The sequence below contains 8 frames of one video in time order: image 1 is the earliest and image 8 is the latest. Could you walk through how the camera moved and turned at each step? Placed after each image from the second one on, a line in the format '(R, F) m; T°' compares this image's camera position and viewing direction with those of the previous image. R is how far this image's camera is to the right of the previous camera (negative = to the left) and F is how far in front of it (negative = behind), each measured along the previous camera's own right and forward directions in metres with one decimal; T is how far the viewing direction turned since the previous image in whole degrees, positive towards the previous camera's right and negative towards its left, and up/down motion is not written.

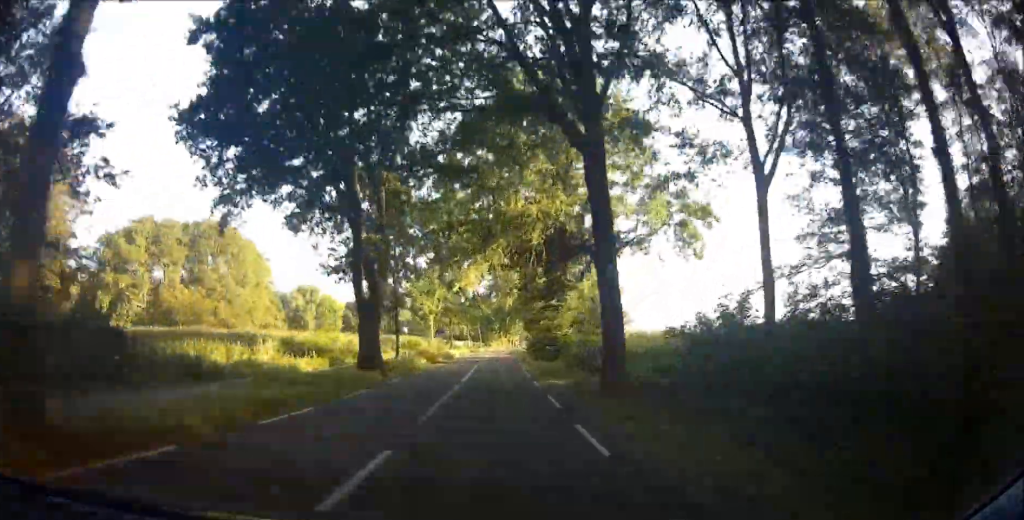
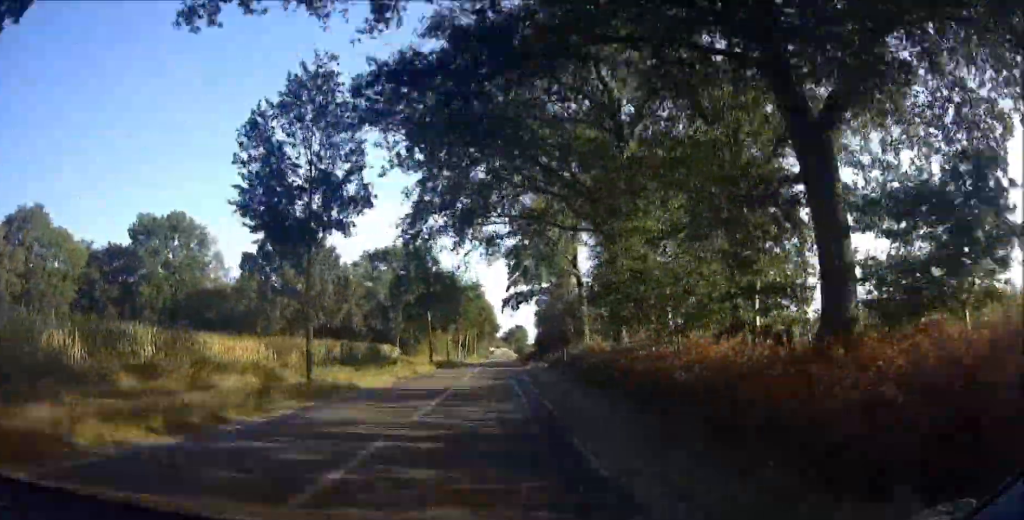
(+3.1, +117.7) m; +3°
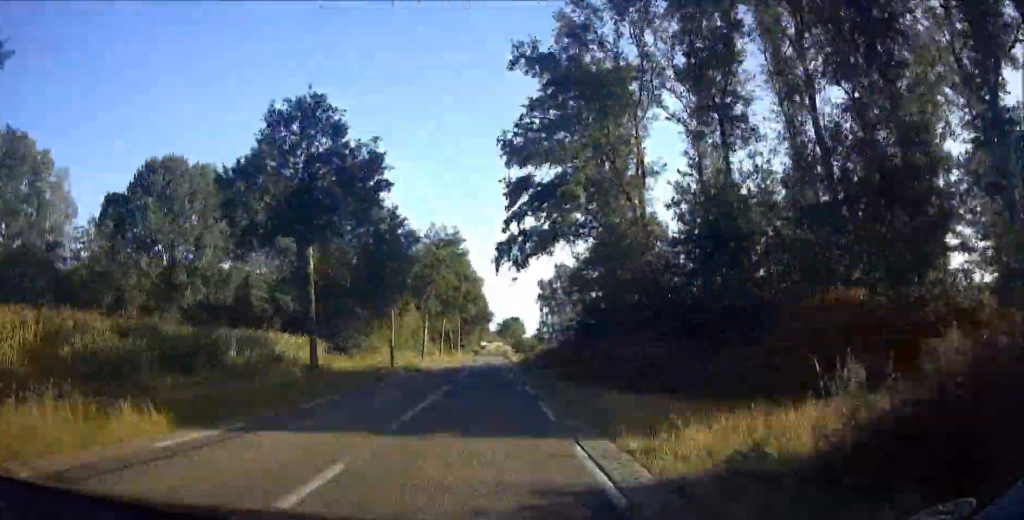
(+0.4, +36.7) m; +1°
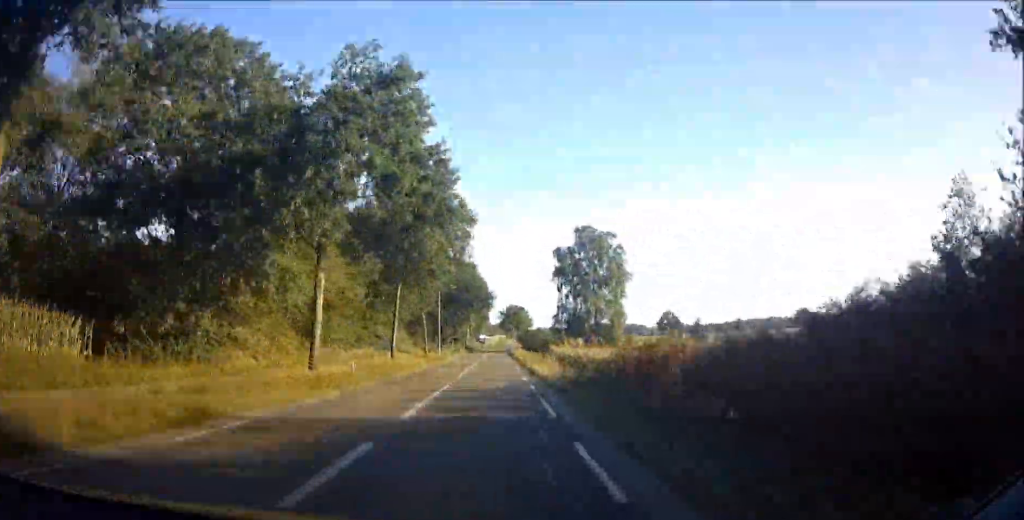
(+0.2, +35.2) m; 0°
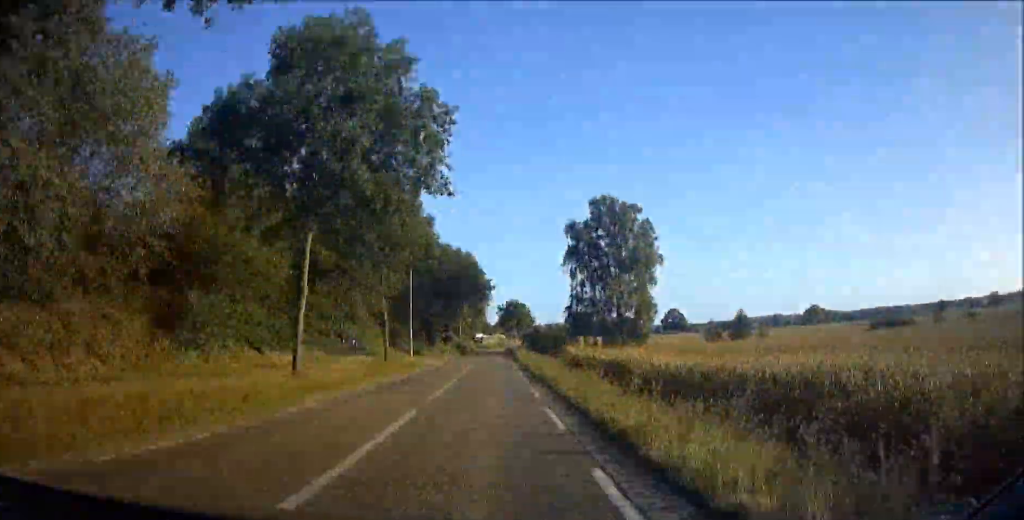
(0.0, +19.2) m; 0°
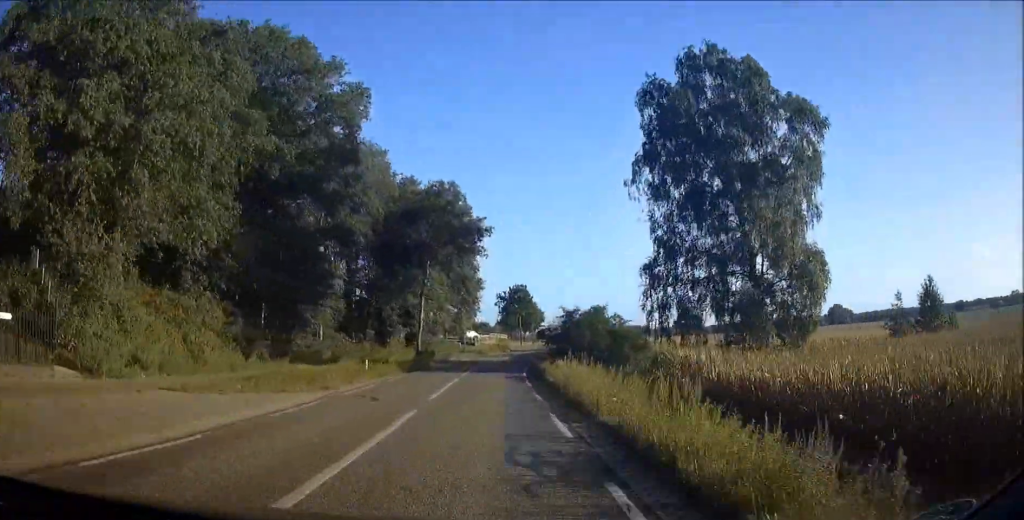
(+0.3, +41.7) m; +2°
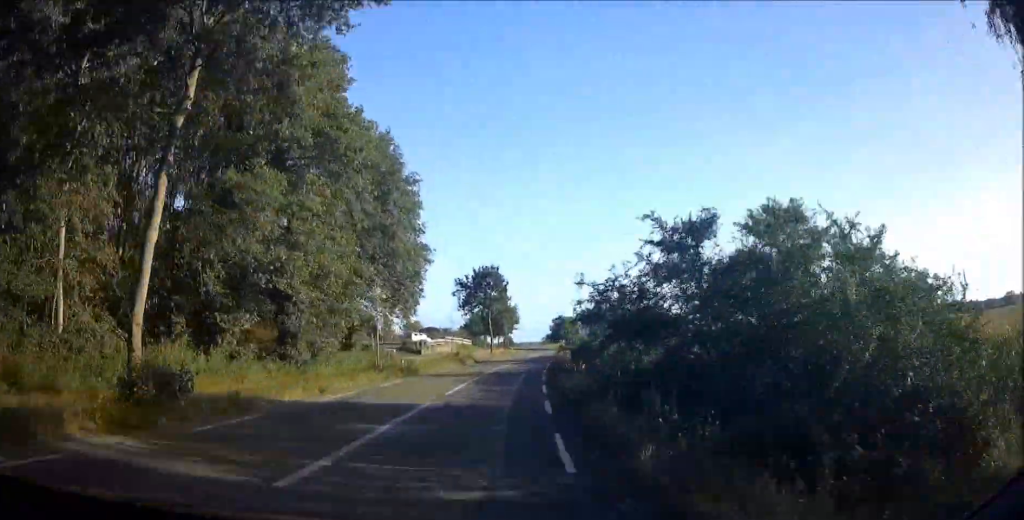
(+0.3, +32.0) m; +2°
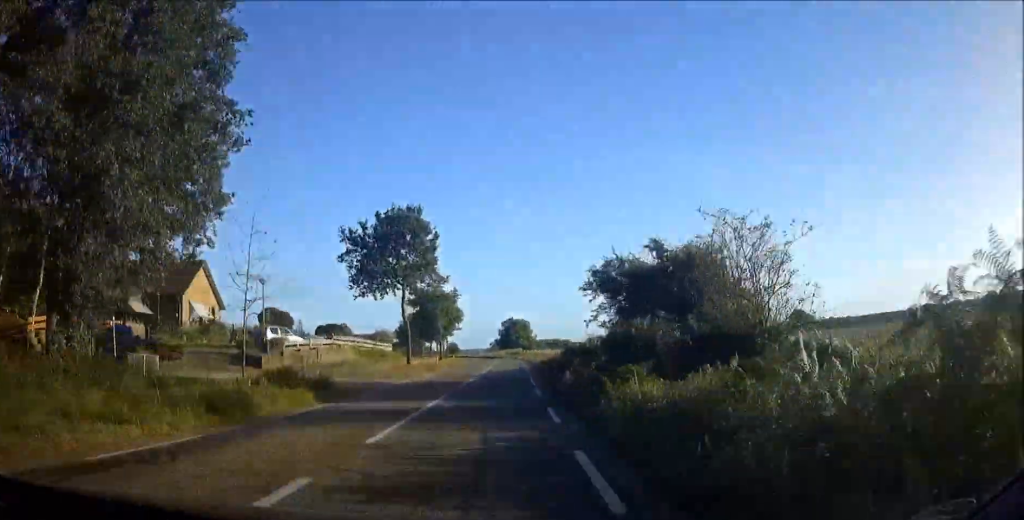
(+0.8, +32.0) m; +1°
